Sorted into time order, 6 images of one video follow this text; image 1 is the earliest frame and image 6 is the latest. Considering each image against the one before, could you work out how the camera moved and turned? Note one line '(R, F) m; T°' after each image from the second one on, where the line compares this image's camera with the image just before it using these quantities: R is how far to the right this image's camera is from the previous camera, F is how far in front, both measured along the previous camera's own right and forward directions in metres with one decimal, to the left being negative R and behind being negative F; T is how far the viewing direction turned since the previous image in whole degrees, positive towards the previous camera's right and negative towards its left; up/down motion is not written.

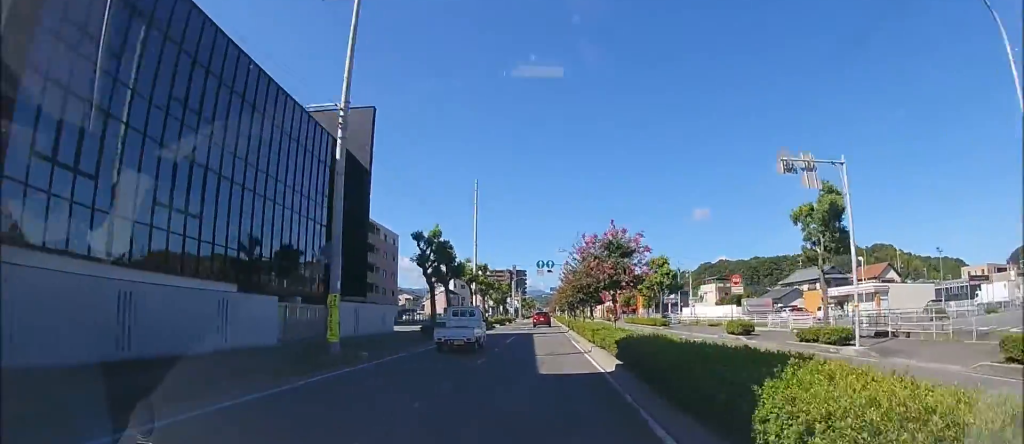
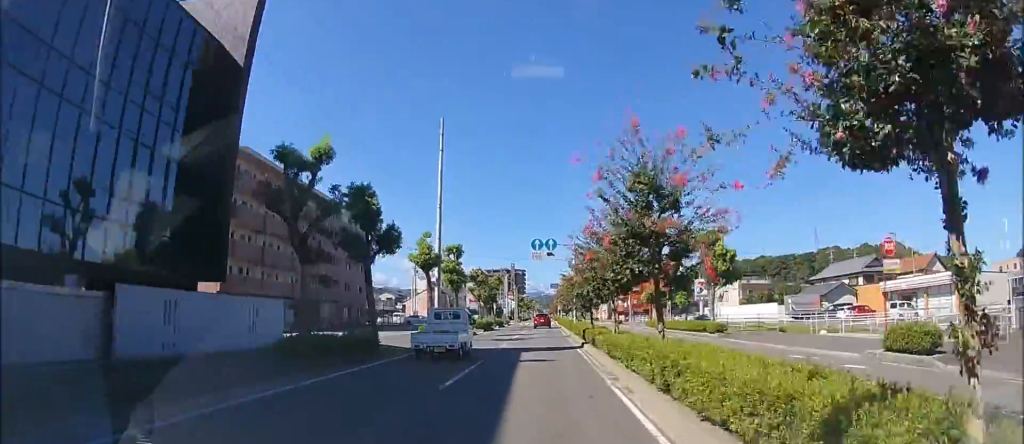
(0.0, +14.3) m; 0°
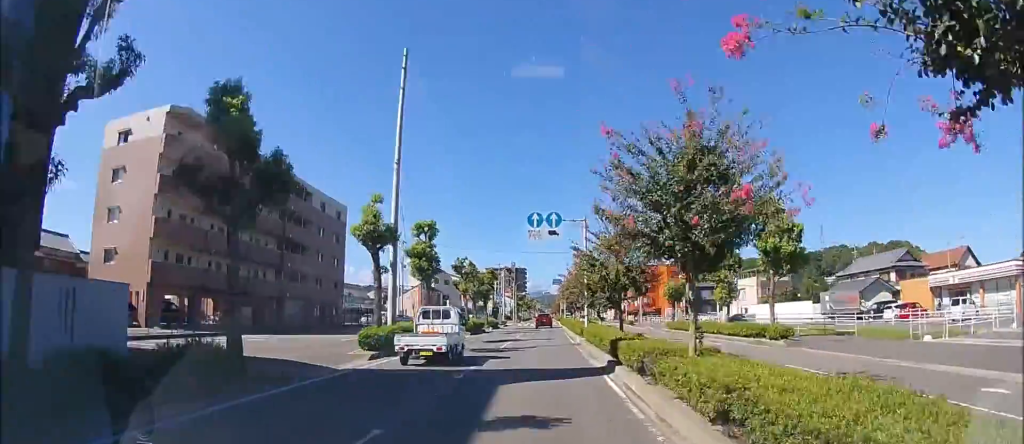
(0.0, +8.5) m; 0°
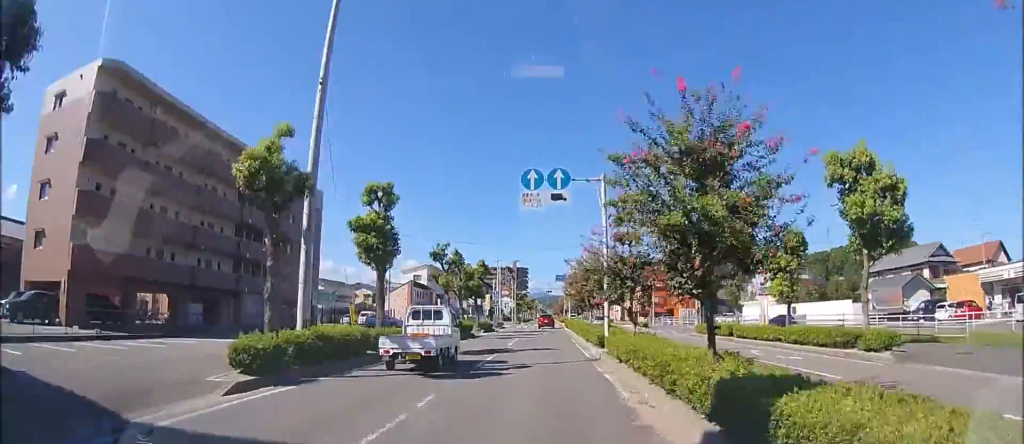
(0.0, +7.7) m; 0°
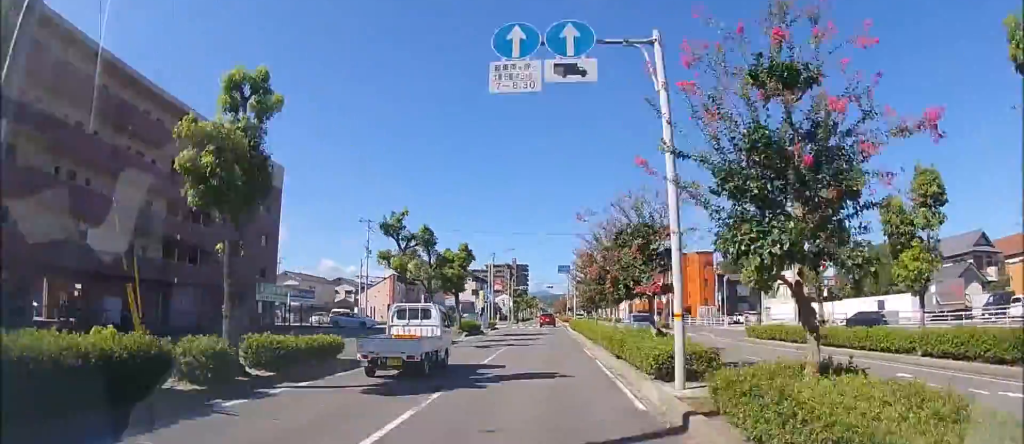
(0.0, +9.2) m; 0°
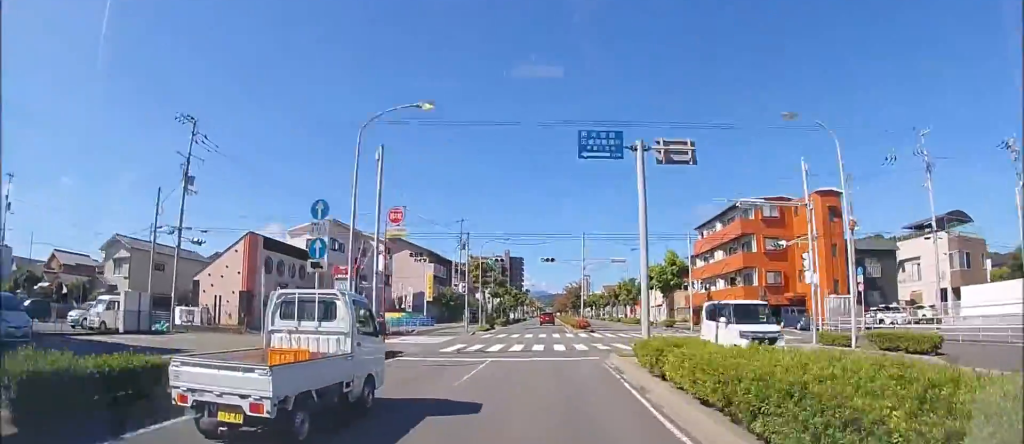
(0.0, +33.6) m; 0°
